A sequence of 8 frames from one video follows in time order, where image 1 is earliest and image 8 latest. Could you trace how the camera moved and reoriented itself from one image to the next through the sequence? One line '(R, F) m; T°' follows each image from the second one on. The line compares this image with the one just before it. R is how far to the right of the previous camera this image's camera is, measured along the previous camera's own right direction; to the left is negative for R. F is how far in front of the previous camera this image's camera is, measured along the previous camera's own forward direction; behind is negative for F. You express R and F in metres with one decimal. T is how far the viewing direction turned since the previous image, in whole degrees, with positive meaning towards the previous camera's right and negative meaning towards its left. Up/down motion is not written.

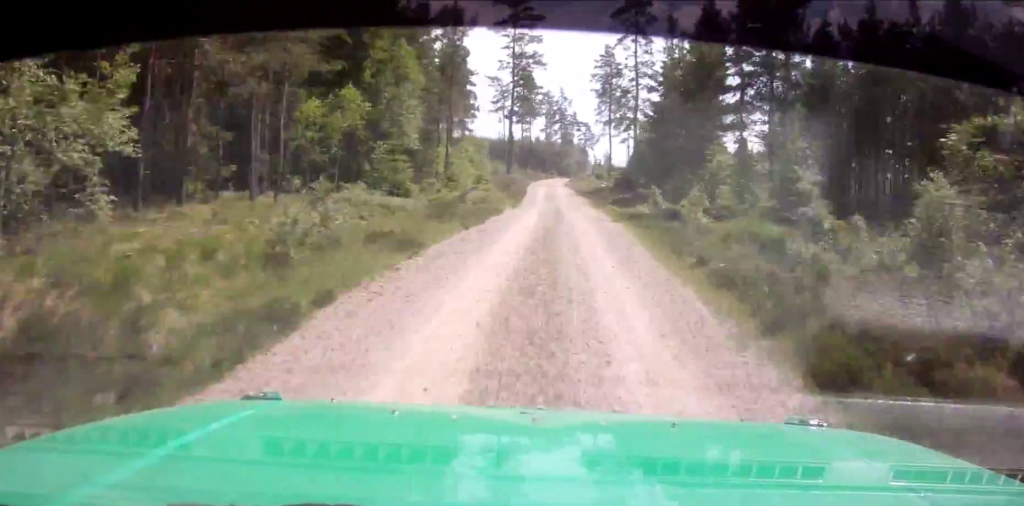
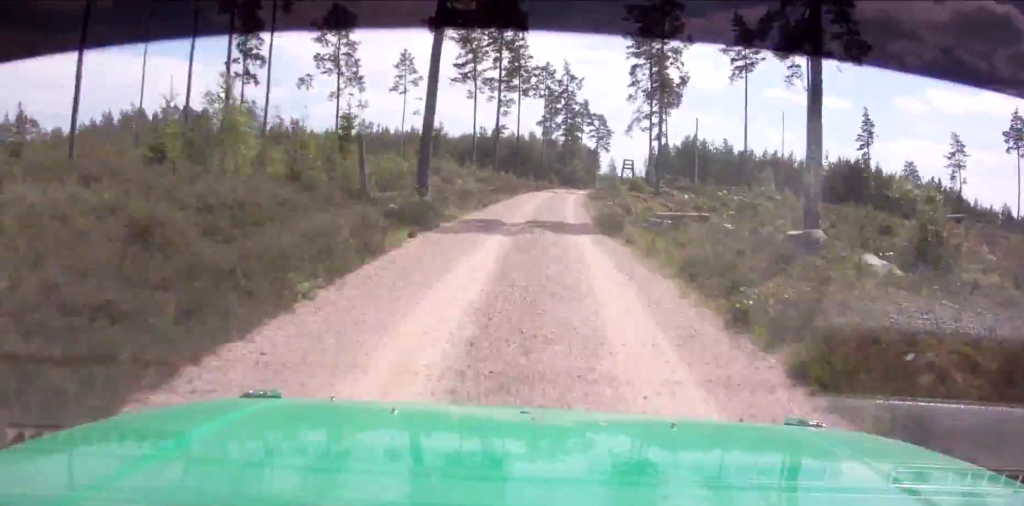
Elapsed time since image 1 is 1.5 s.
(+0.4, +56.9) m; +2°
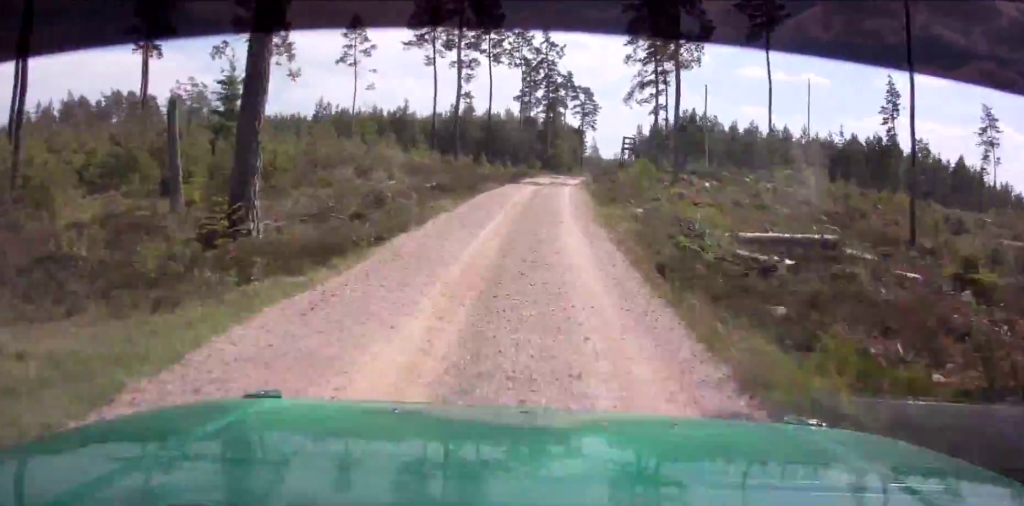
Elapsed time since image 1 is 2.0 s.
(0.0, +18.0) m; +1°
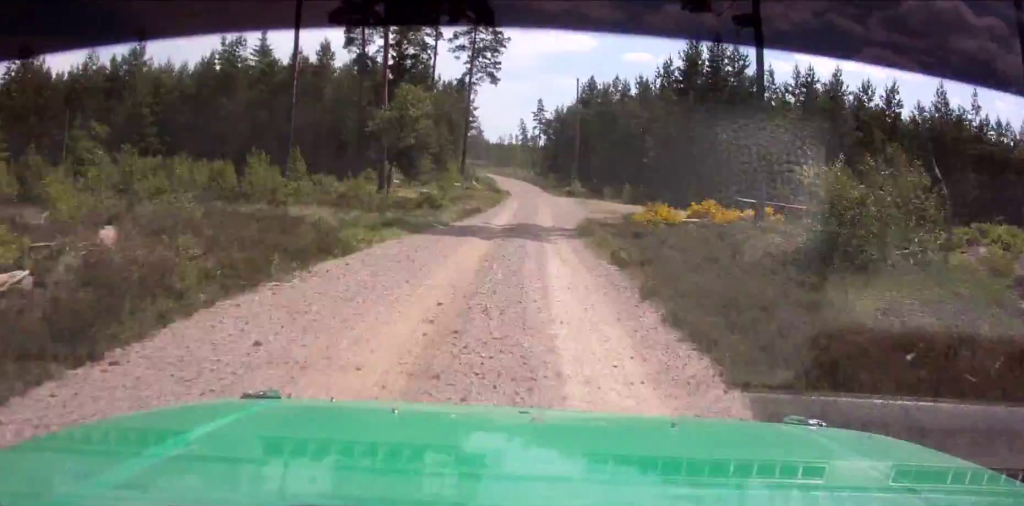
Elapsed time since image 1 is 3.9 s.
(+3.3, +69.8) m; +4°
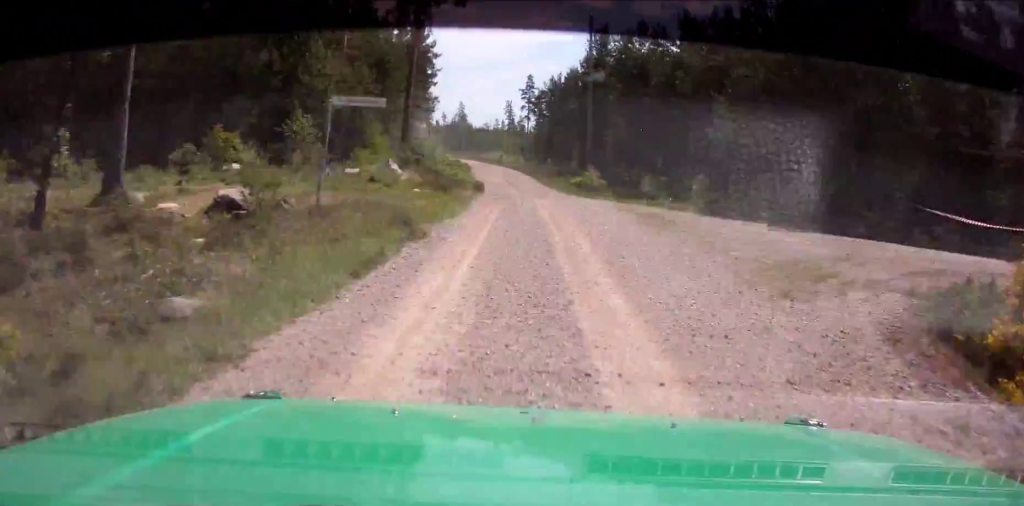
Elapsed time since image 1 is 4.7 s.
(0.0, +28.4) m; -1°
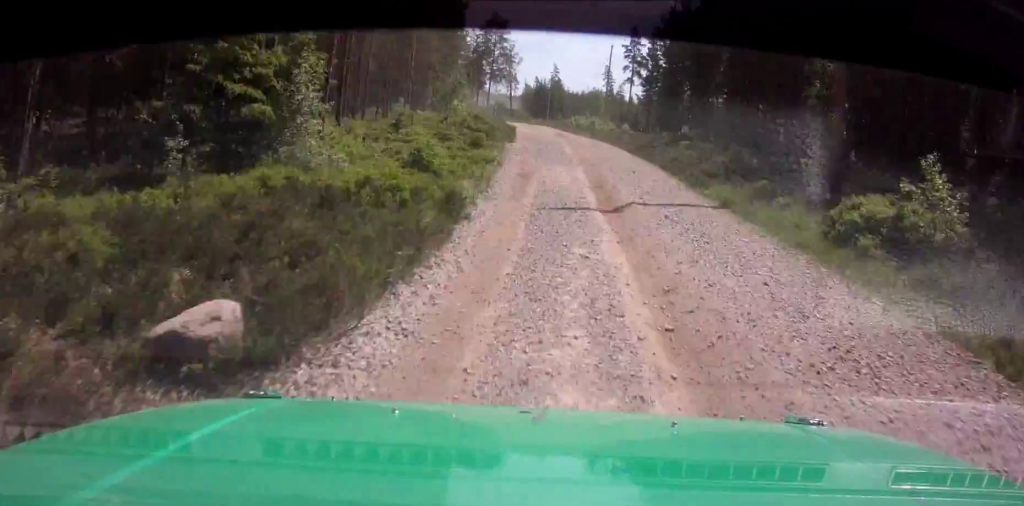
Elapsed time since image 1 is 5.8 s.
(-1.1, +39.1) m; 0°
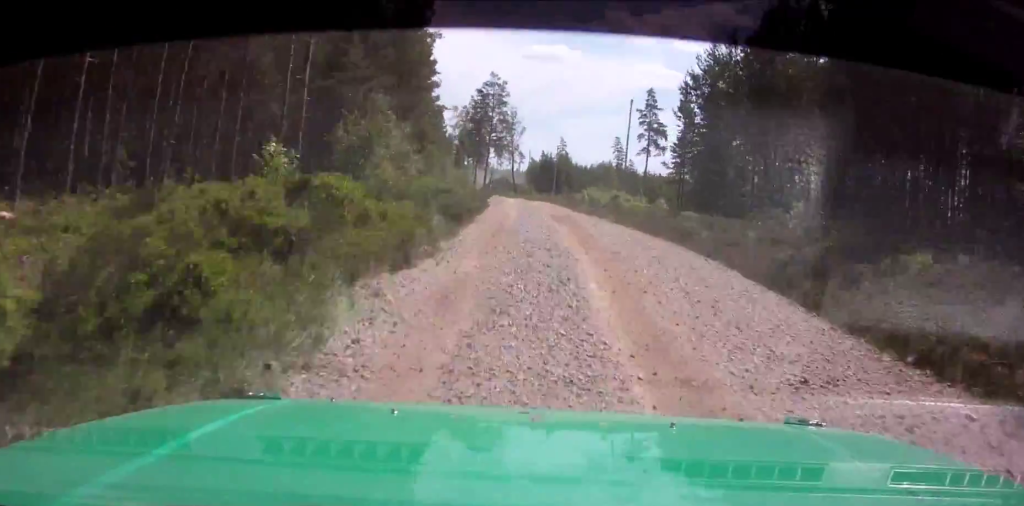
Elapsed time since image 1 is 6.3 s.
(0.0, +17.8) m; -1°
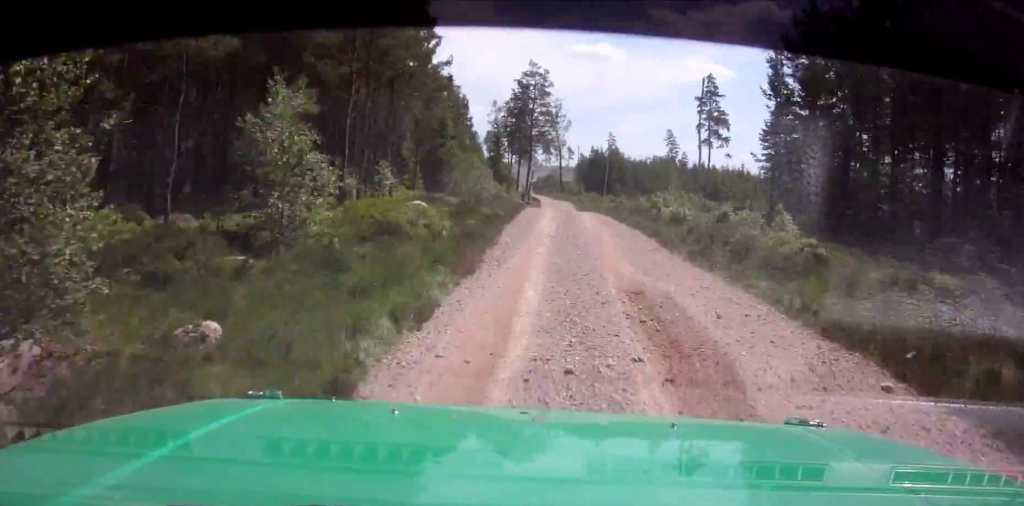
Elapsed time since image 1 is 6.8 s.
(+1.2, +16.6) m; -3°
